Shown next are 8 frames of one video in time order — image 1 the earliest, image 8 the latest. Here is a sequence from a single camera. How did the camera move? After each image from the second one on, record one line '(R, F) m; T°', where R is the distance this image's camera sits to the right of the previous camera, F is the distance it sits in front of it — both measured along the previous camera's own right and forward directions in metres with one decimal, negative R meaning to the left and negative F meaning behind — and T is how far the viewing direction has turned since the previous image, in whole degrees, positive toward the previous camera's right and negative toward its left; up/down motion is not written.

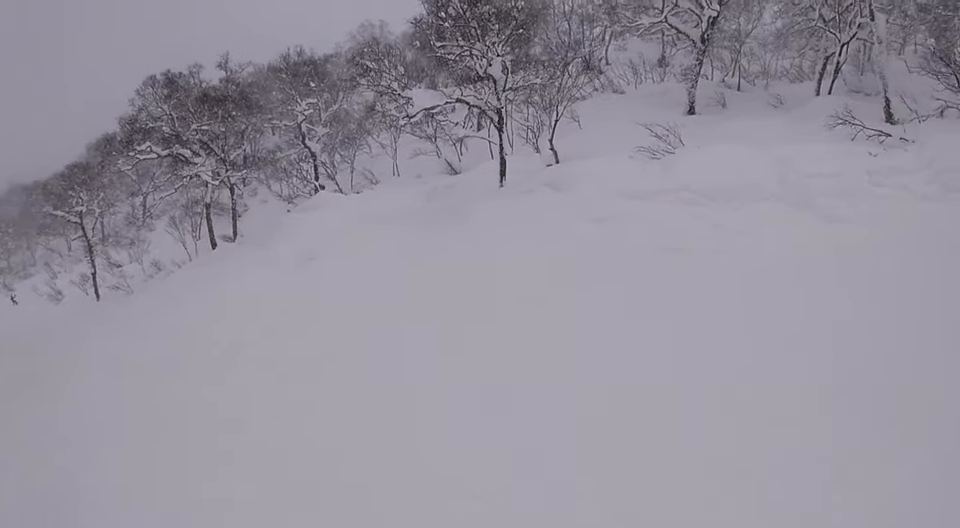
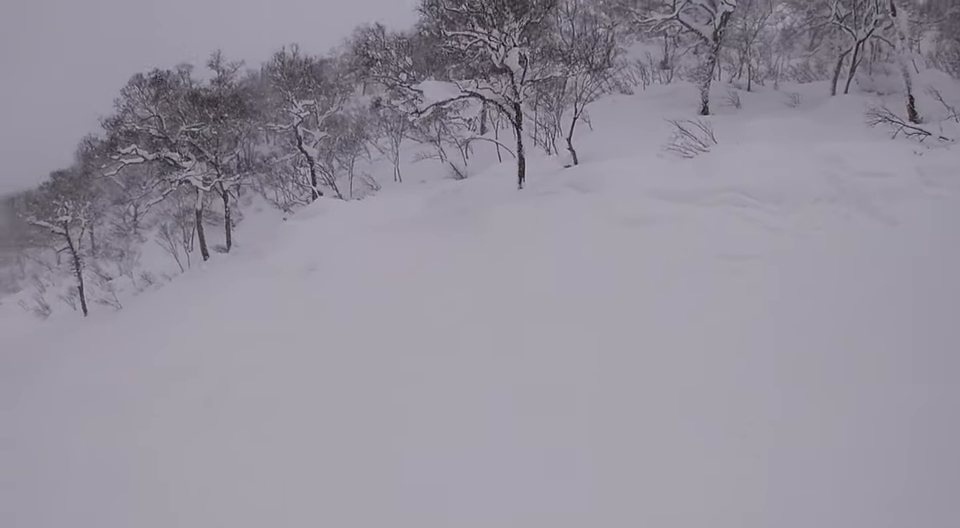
(+0.2, +1.5) m; +4°
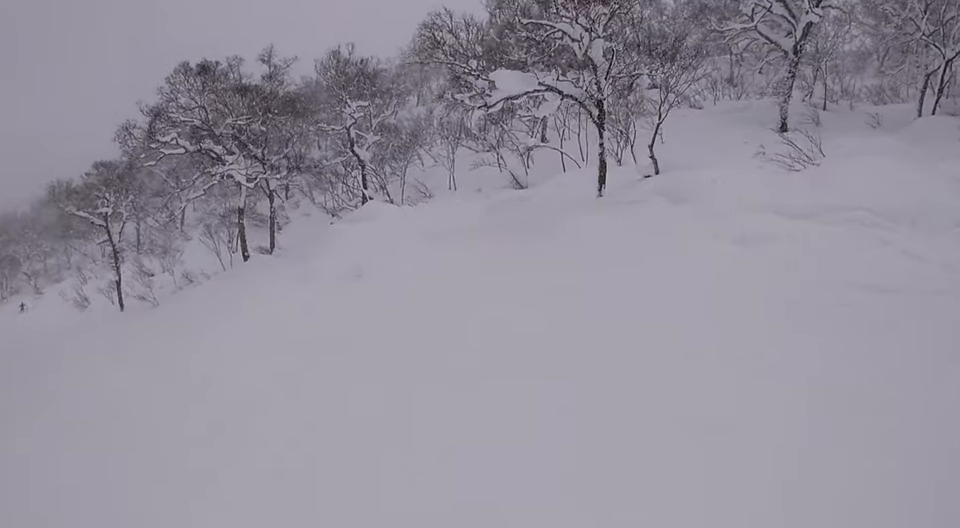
(+0.1, +2.0) m; +5°
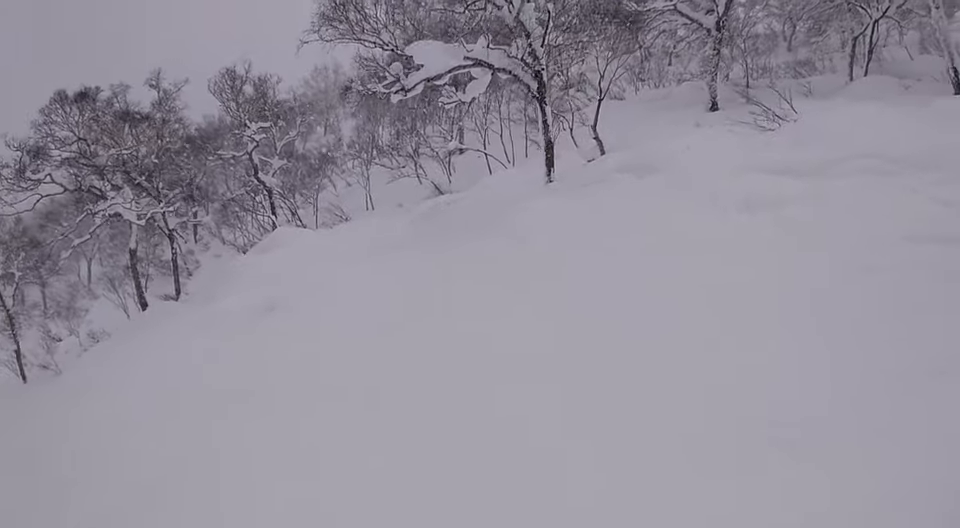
(+0.1, +2.2) m; +9°
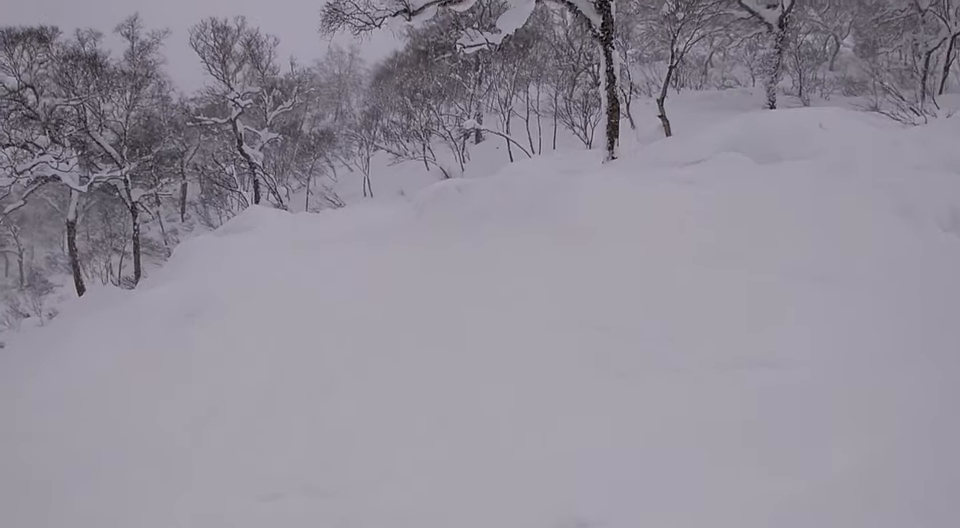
(+0.5, +3.6) m; +8°
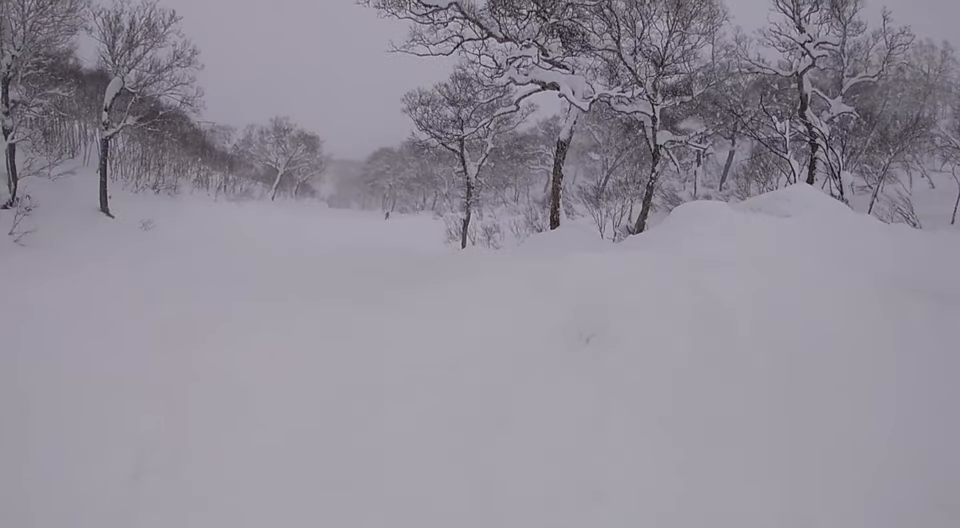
(-3.2, +6.8) m; -73°
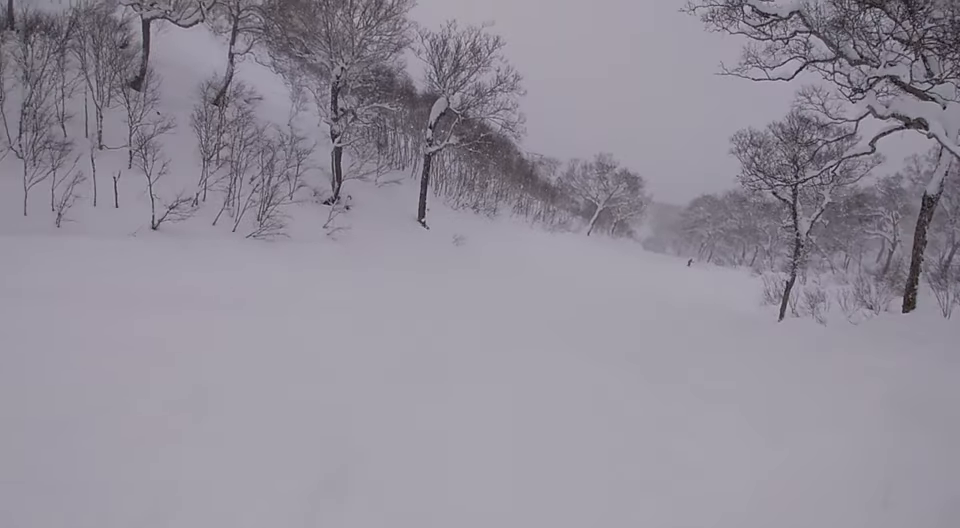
(-0.9, +3.0) m; -15°
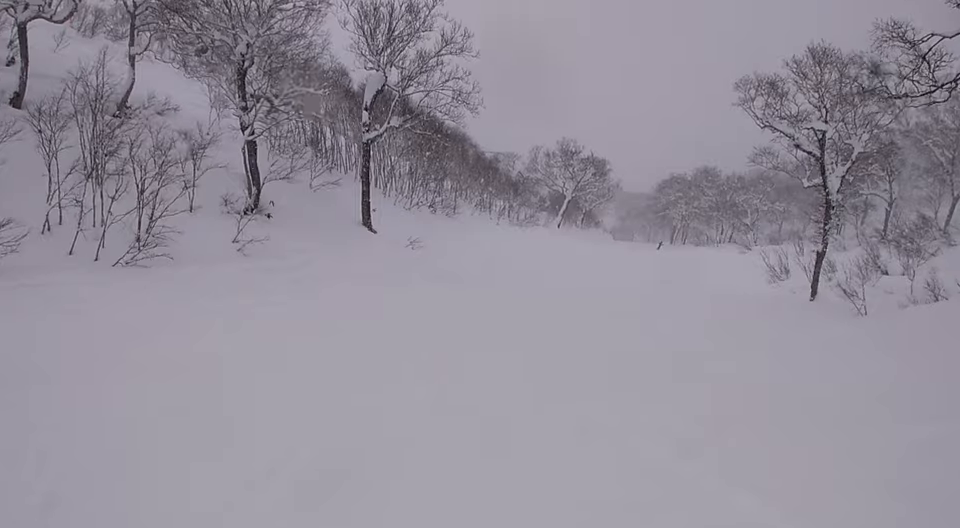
(+0.2, +6.3) m; +5°
